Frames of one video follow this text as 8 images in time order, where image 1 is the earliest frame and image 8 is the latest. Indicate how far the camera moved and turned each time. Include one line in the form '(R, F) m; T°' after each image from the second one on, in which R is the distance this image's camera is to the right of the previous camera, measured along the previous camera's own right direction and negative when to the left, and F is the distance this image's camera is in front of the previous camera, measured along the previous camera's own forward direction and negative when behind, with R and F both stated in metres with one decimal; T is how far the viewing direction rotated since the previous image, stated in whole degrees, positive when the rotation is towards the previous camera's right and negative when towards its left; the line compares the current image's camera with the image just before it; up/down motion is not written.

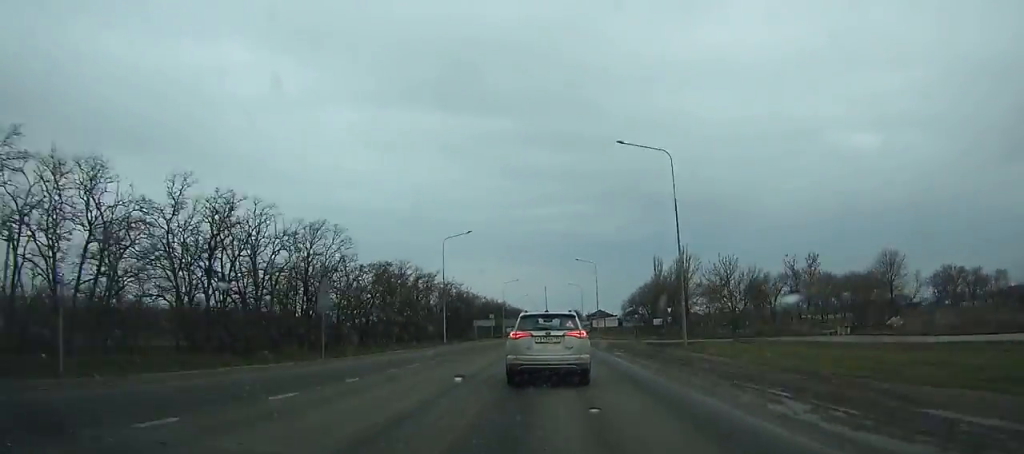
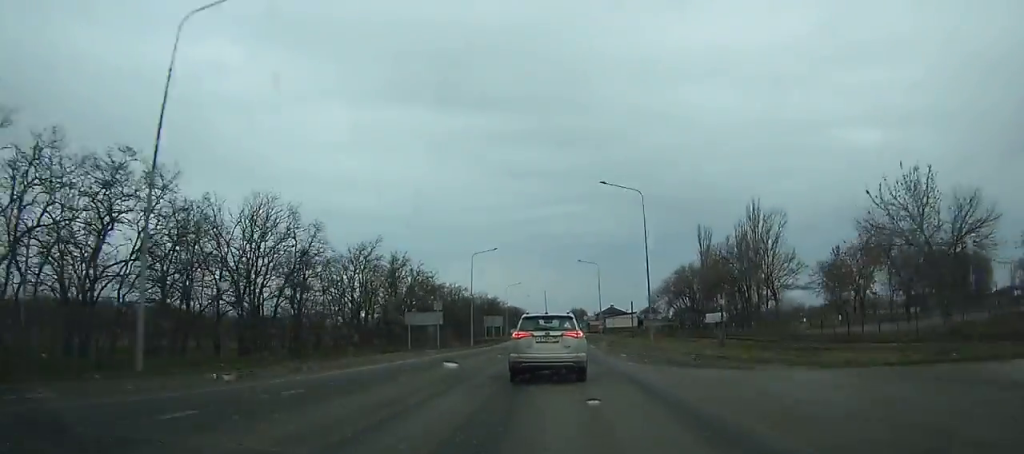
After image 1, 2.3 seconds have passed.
(+0.2, +46.5) m; 0°
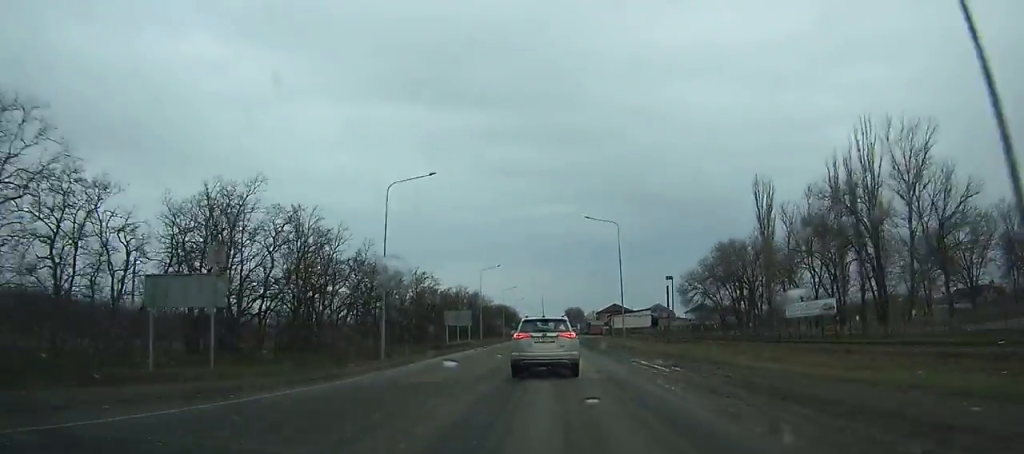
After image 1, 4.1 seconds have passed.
(+0.2, +34.3) m; 0°
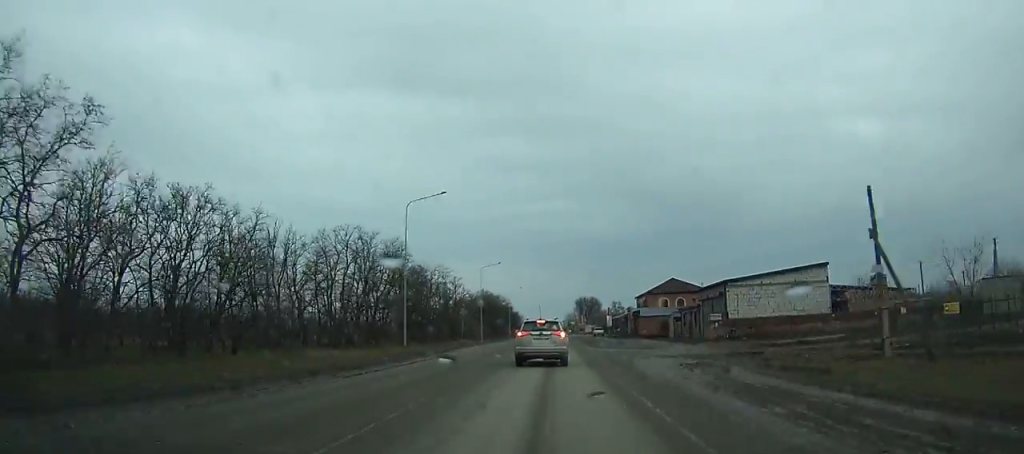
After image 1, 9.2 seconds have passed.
(0.0, +82.8) m; 0°
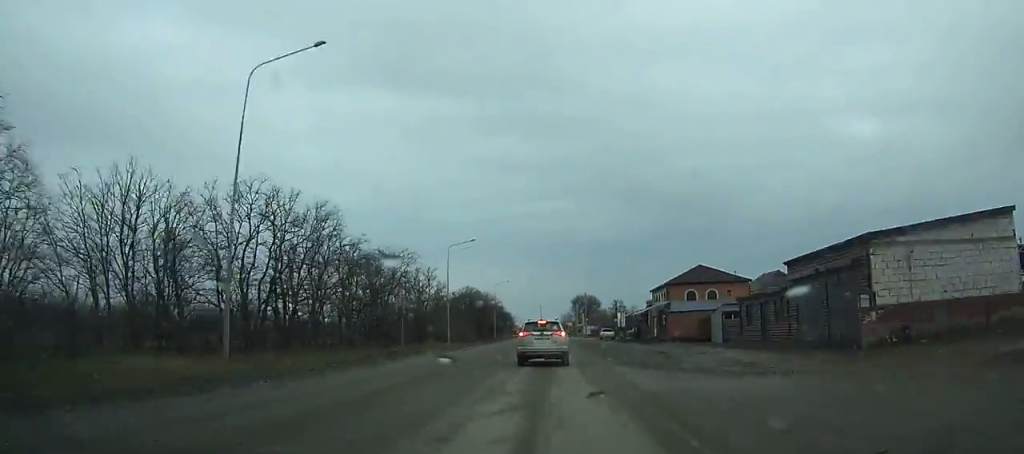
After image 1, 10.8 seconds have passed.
(-0.1, +21.6) m; 0°
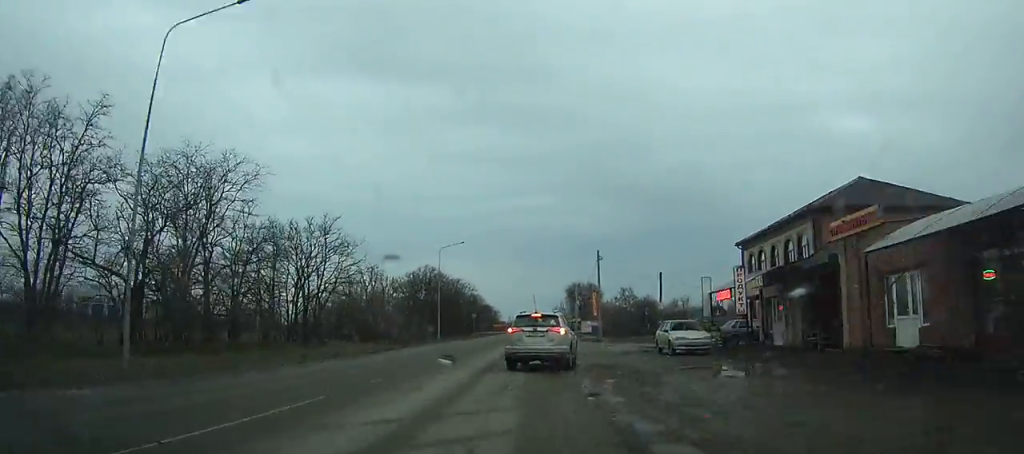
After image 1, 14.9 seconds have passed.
(+0.7, +37.2) m; +3°
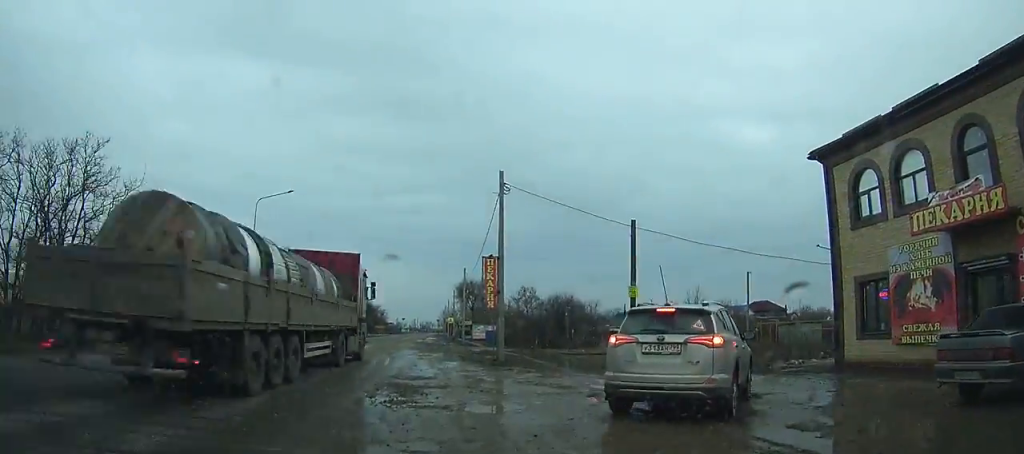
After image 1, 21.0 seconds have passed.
(+1.7, +23.7) m; +9°
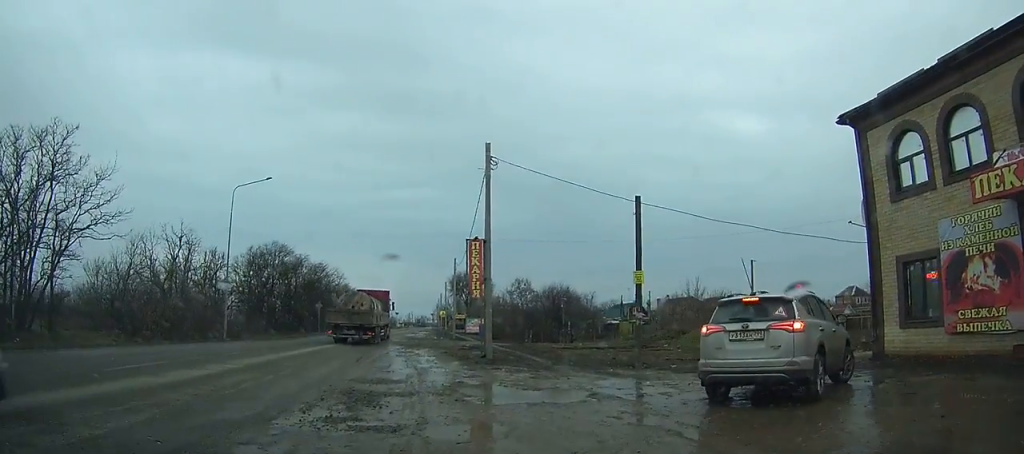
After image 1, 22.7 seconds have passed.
(-0.2, +2.8) m; +2°
